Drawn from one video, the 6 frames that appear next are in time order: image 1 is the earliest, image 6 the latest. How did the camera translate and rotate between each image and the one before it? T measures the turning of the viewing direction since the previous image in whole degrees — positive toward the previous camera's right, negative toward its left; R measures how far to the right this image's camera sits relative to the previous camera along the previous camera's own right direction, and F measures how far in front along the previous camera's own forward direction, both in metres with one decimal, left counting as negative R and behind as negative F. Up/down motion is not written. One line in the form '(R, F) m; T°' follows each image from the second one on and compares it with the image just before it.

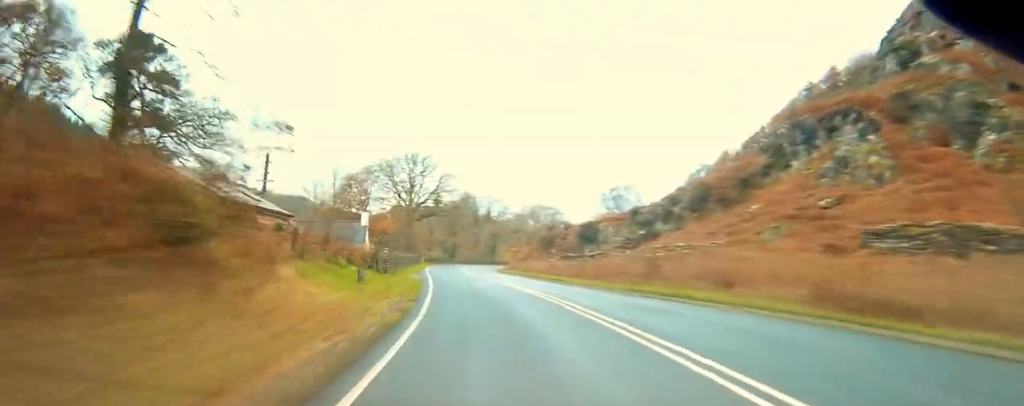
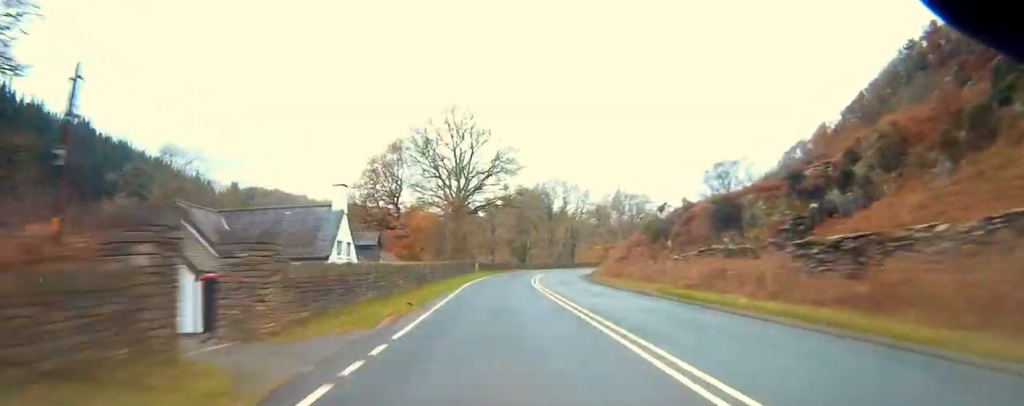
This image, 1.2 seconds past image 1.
(-3.0, +30.2) m; -6°
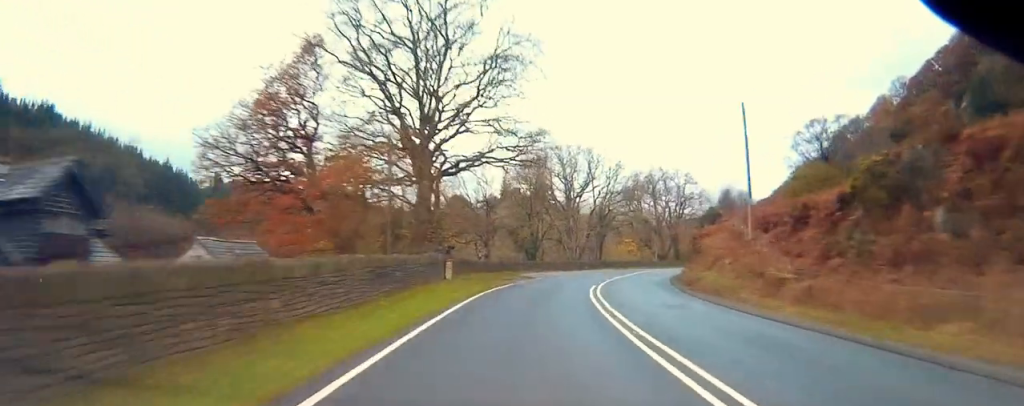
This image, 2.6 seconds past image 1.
(-0.1, +37.5) m; +2°
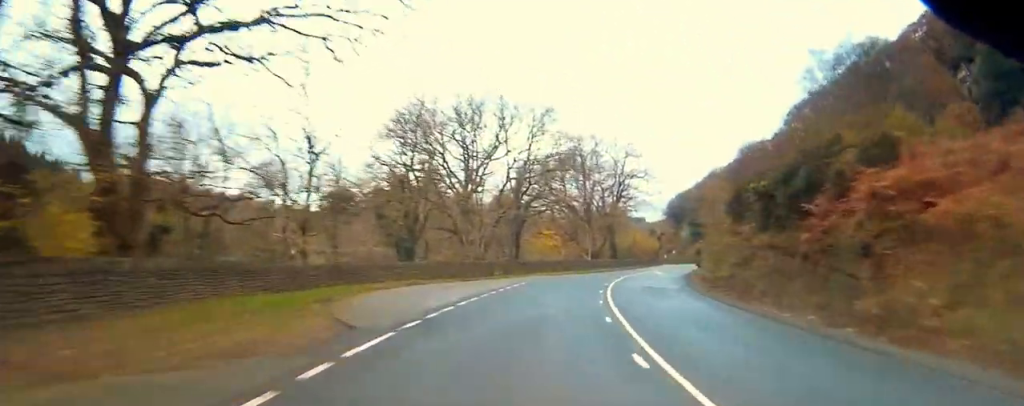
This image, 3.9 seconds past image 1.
(+1.7, +31.4) m; +8°
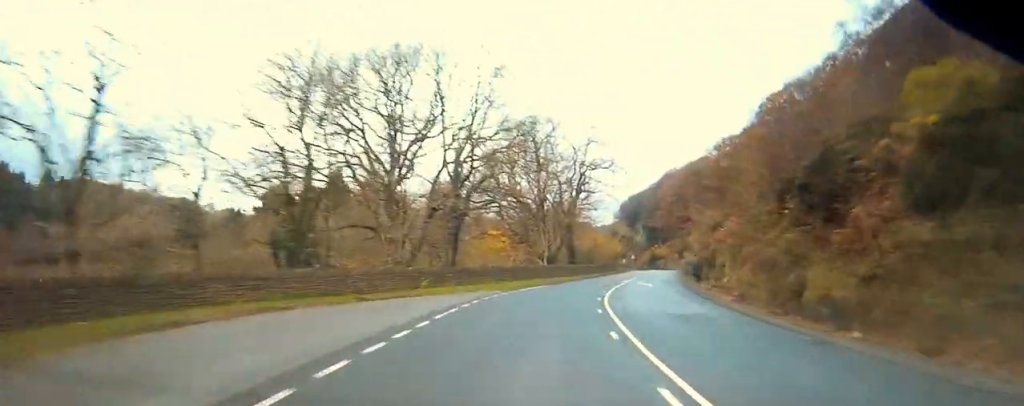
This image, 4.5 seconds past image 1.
(-0.3, +14.1) m; +5°
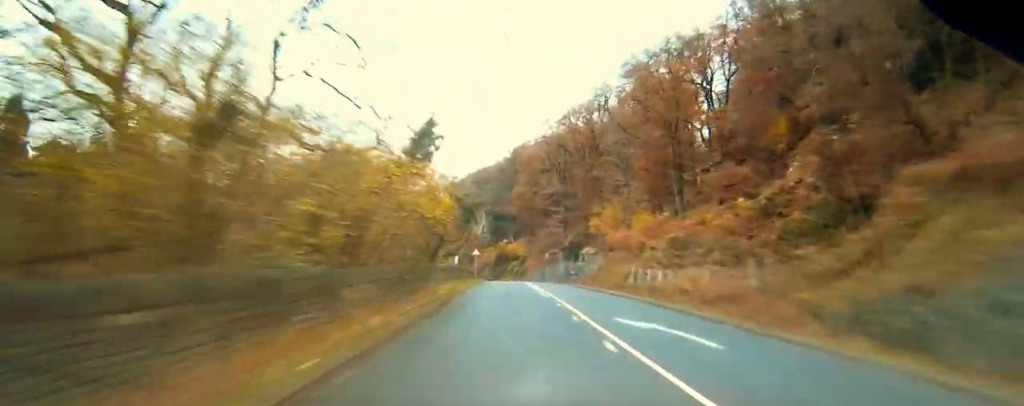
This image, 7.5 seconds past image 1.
(+10.0, +71.0) m; +13°
